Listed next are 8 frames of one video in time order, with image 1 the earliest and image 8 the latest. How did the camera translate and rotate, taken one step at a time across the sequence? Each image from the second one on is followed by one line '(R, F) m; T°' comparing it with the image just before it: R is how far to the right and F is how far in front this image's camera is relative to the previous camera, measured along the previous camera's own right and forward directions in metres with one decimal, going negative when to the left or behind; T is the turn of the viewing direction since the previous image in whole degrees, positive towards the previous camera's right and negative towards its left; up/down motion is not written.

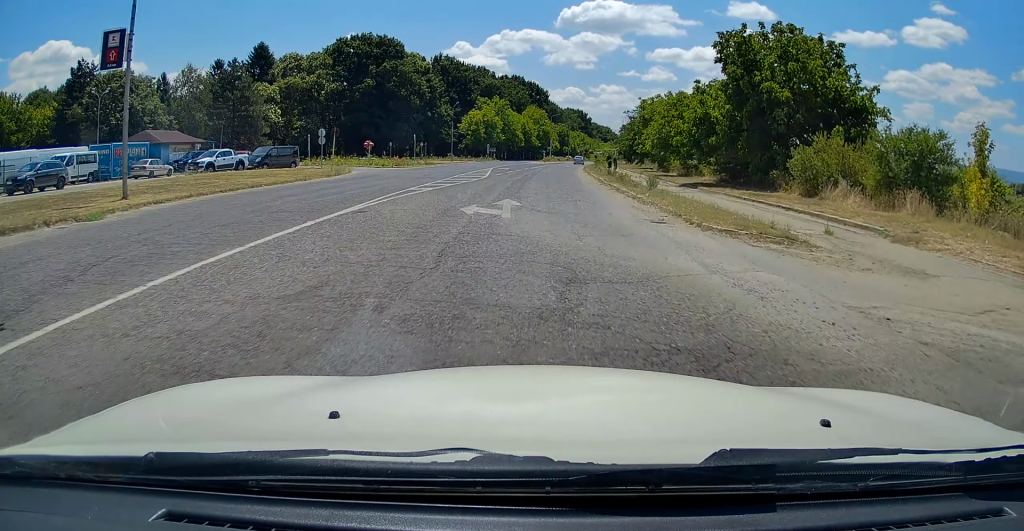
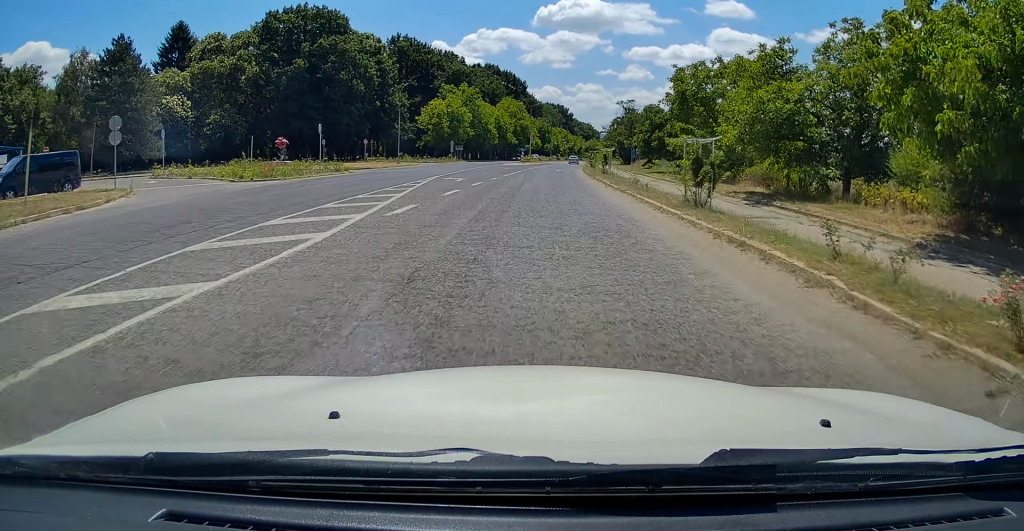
(+0.2, +25.5) m; +1°
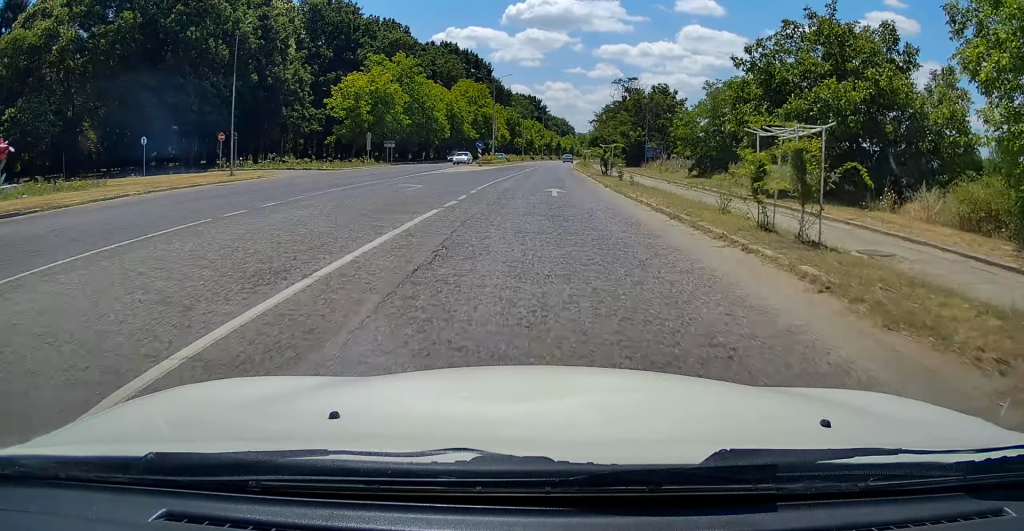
(+0.9, +36.8) m; +3°
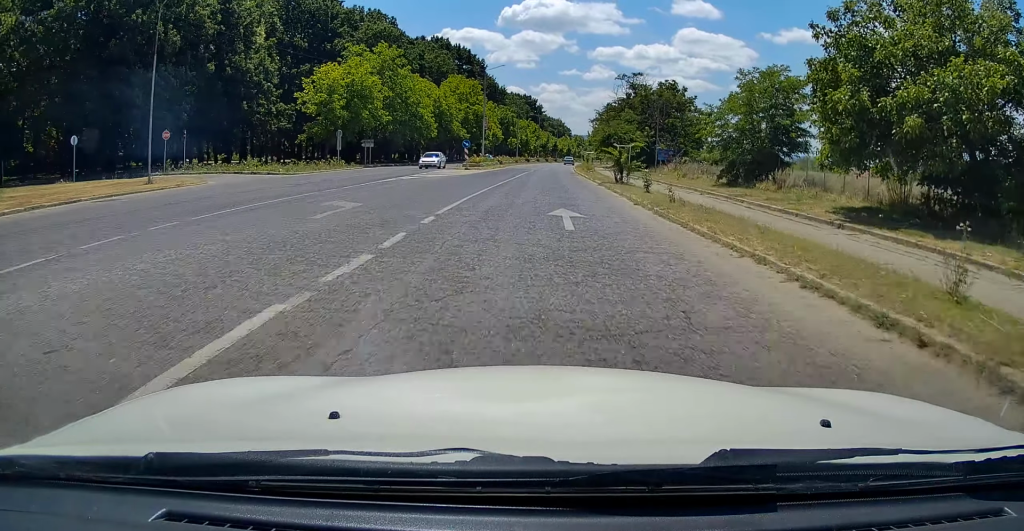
(+0.1, +8.7) m; +1°
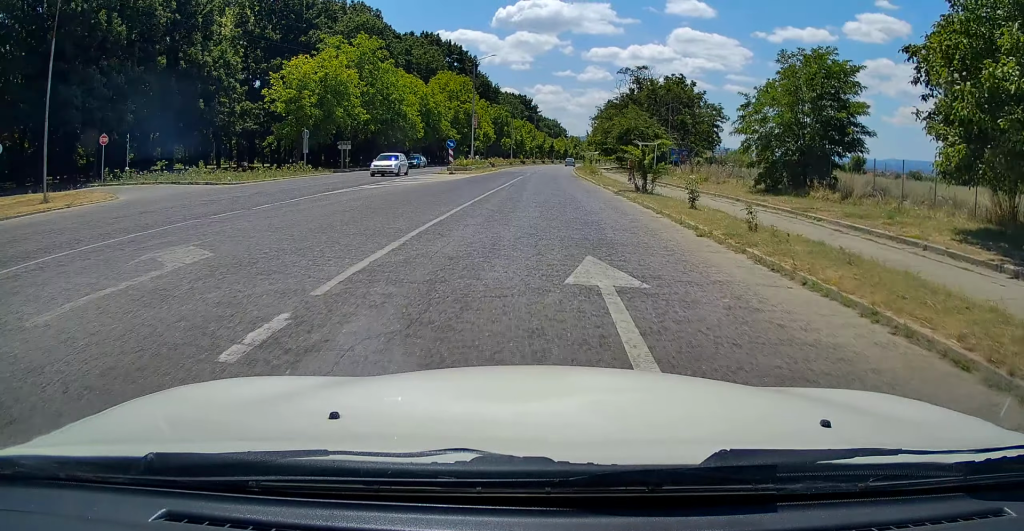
(0.0, +7.6) m; 0°
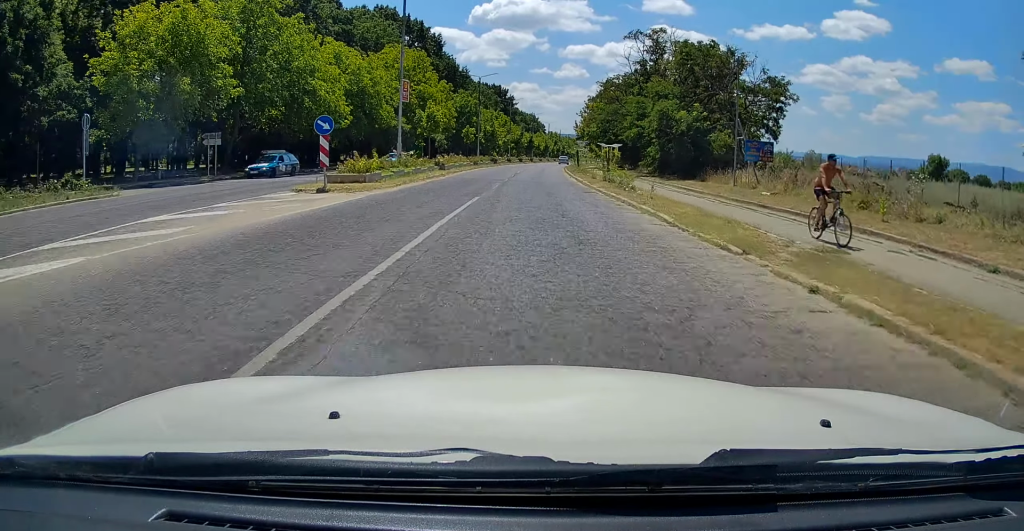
(+0.2, +24.3) m; +1°
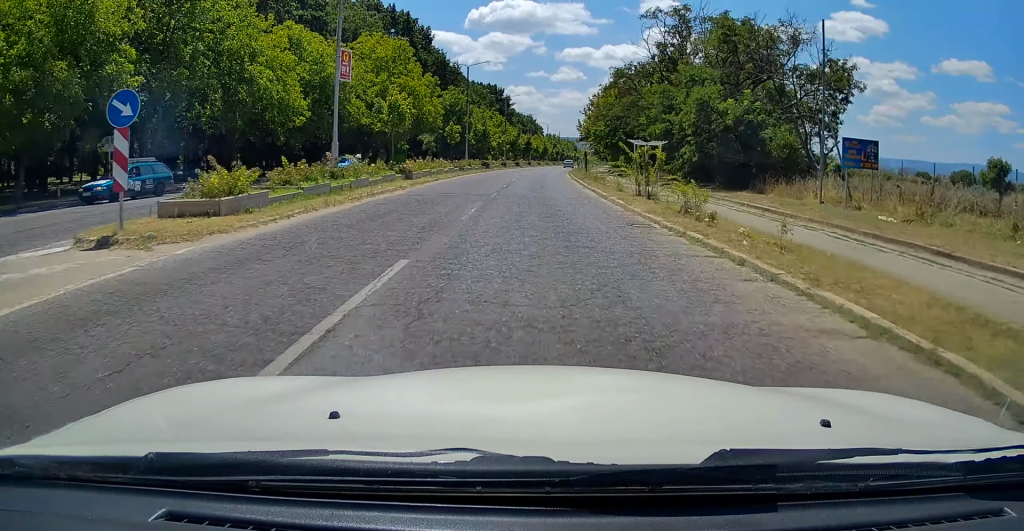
(+0.1, +10.5) m; +1°
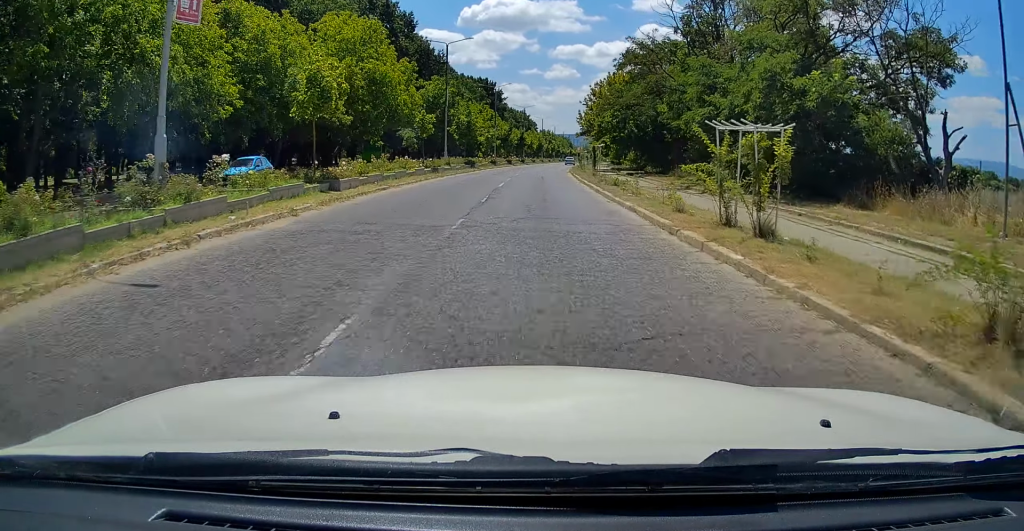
(+0.1, +10.4) m; +1°
